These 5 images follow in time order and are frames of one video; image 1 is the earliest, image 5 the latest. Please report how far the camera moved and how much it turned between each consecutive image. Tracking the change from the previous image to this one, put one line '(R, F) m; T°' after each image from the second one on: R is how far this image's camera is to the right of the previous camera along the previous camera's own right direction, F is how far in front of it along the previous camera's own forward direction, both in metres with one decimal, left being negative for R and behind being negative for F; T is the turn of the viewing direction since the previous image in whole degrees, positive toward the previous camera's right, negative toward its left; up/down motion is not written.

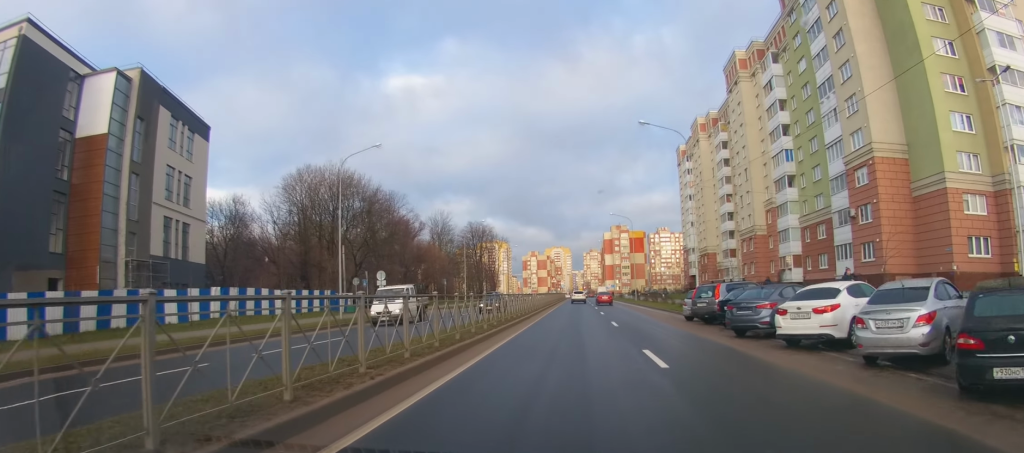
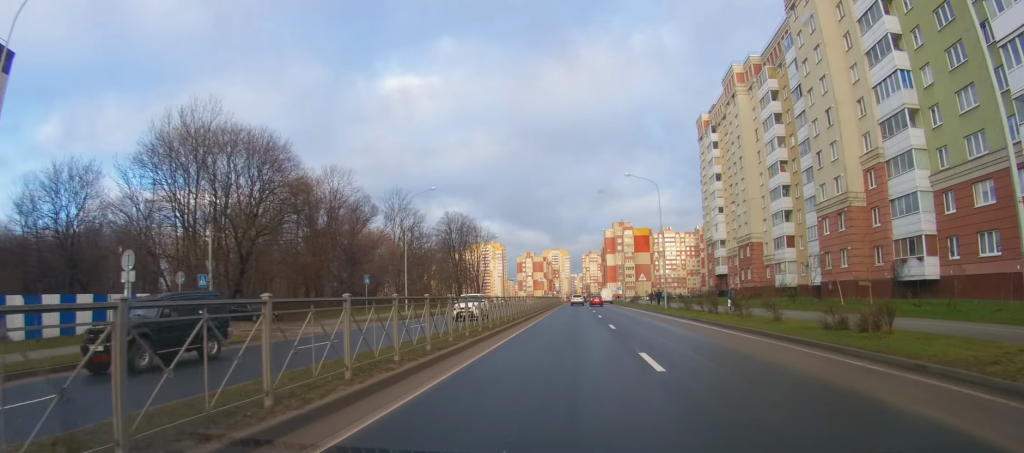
(+0.4, +24.0) m; +1°
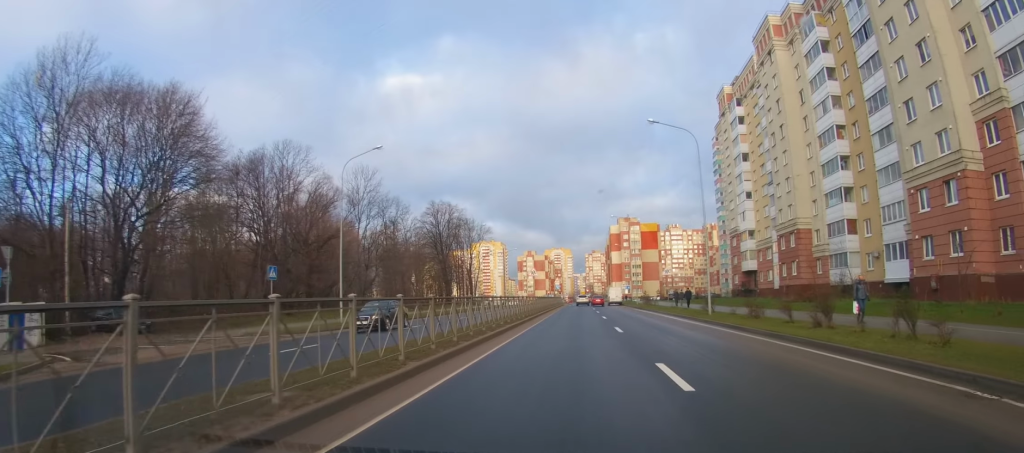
(-0.1, +14.3) m; -1°
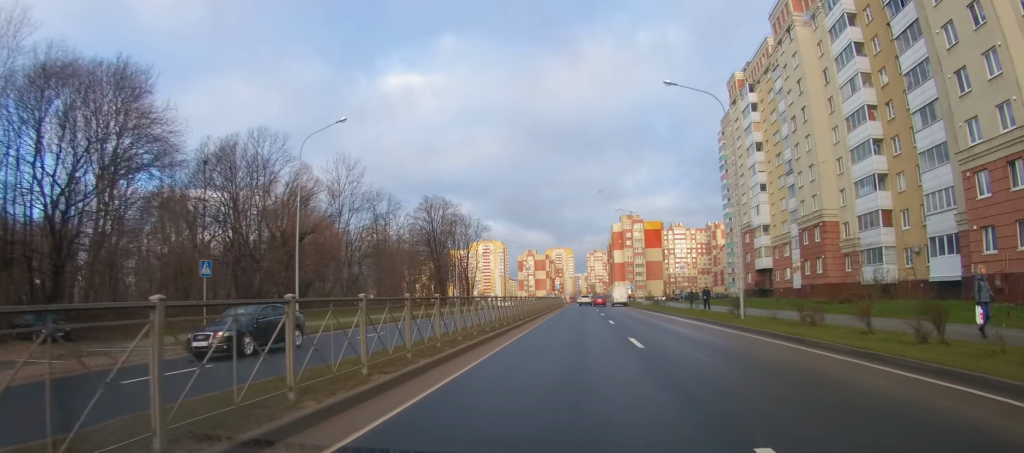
(0.0, +5.6) m; 0°
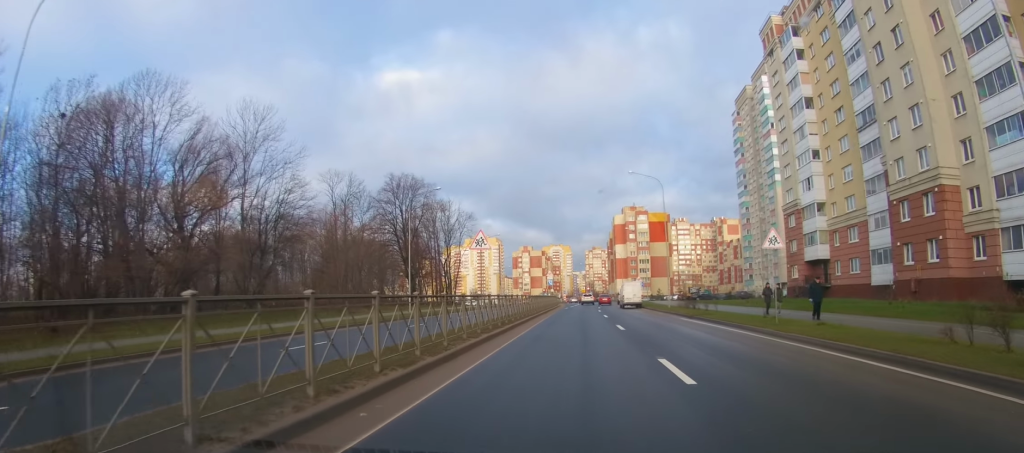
(+0.1, +17.6) m; 0°
